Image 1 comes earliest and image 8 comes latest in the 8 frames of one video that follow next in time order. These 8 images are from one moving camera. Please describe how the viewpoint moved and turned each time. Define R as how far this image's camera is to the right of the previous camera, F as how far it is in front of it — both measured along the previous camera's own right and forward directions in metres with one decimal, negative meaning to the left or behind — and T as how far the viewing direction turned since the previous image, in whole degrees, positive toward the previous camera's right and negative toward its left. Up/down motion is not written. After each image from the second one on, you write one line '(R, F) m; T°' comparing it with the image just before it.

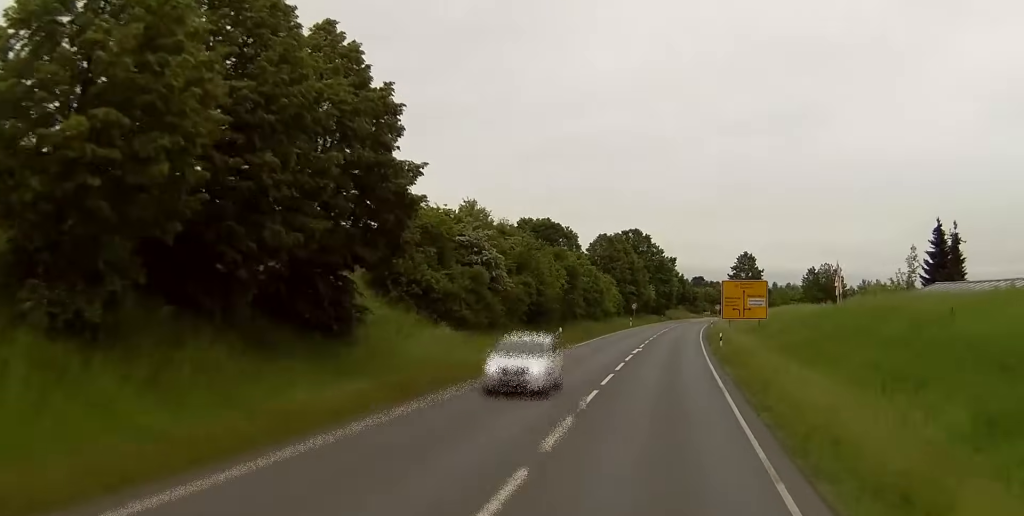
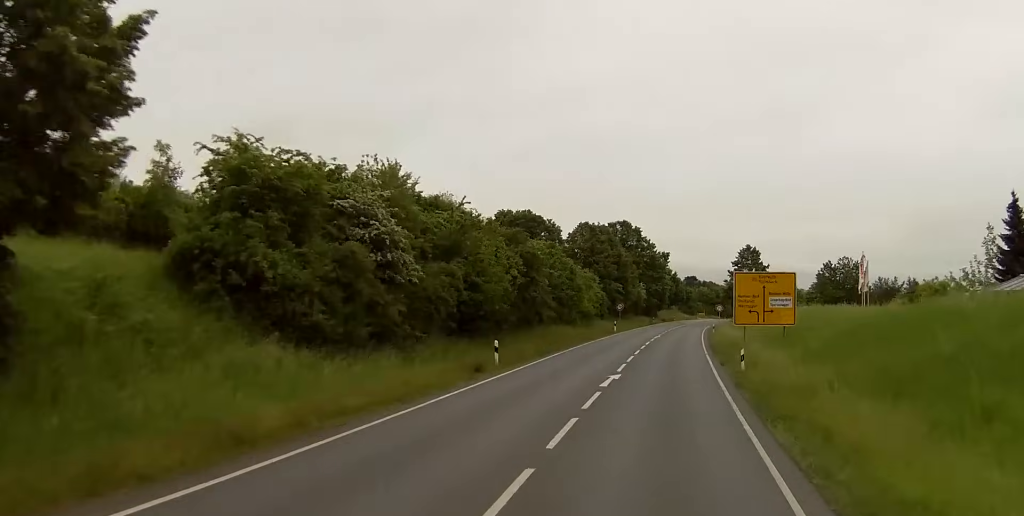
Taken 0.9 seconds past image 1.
(-0.2, +17.6) m; 0°
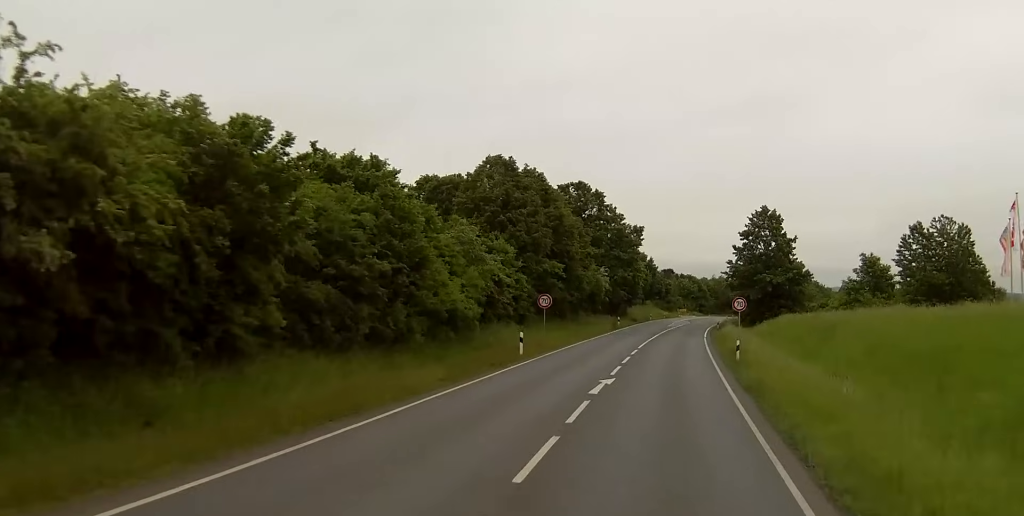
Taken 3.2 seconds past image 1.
(+0.8, +45.4) m; +1°
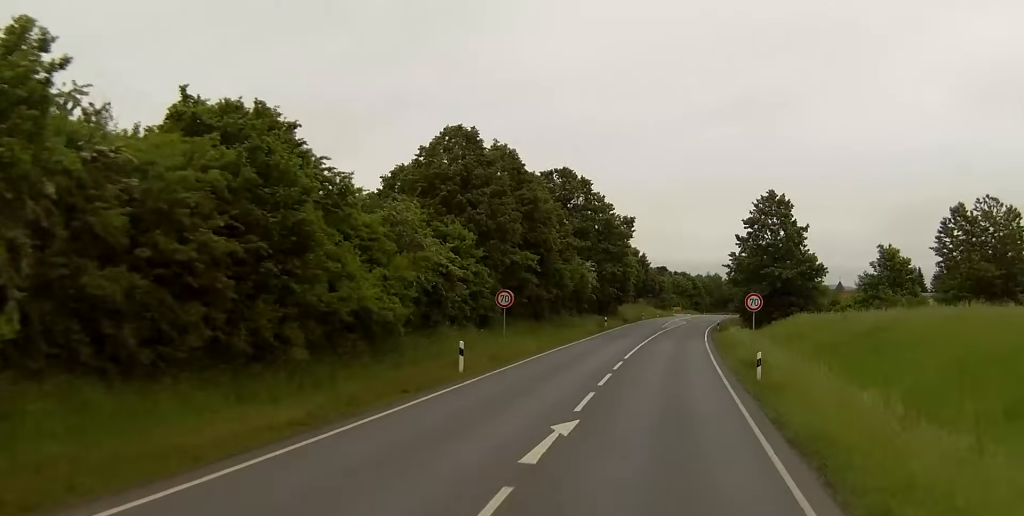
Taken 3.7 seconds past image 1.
(+0.1, +10.5) m; 0°
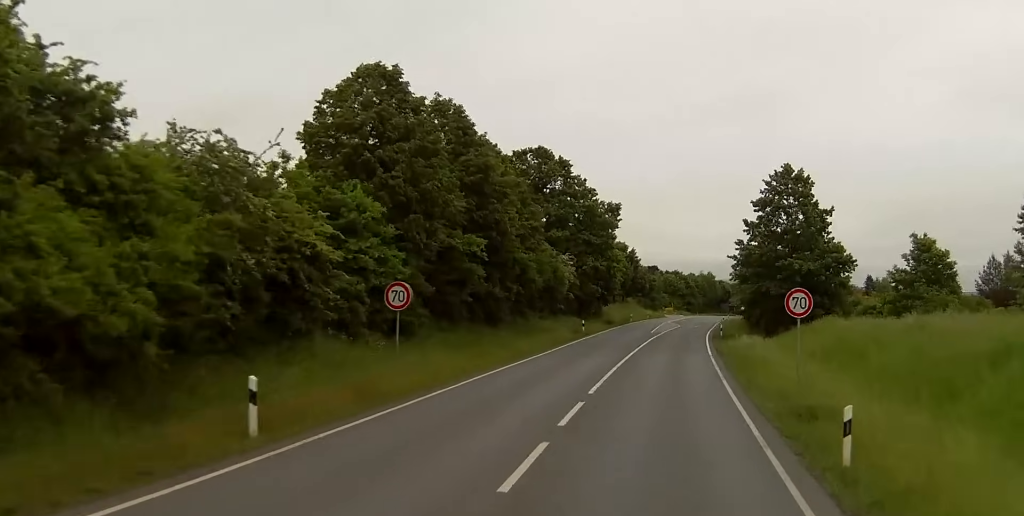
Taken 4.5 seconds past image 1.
(+0.1, +14.3) m; 0°
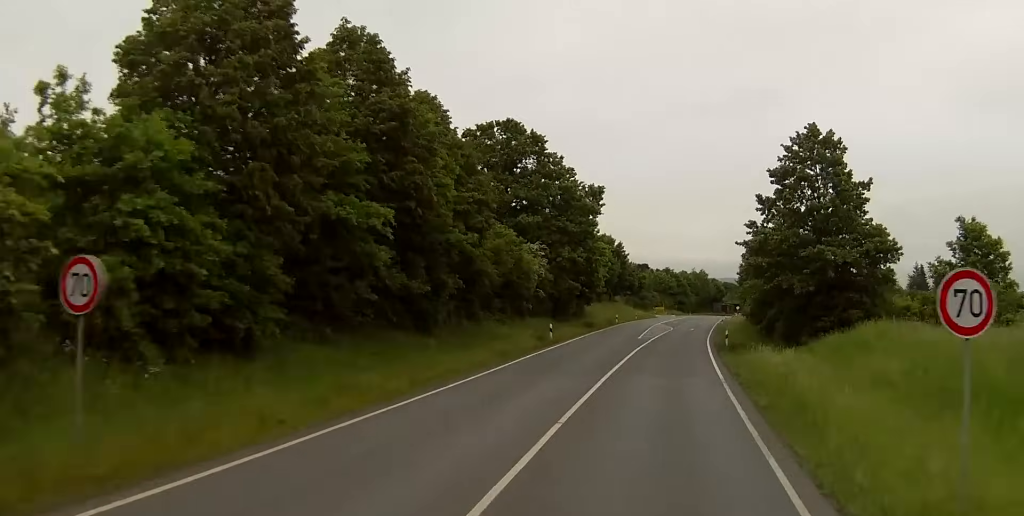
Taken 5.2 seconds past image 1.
(+0.1, +13.6) m; 0°
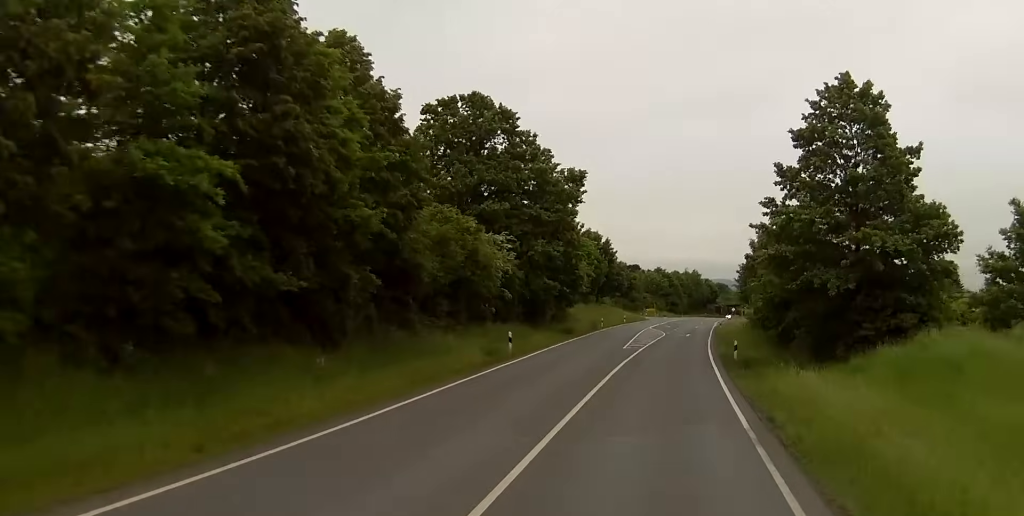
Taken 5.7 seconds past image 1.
(0.0, +10.9) m; +1°
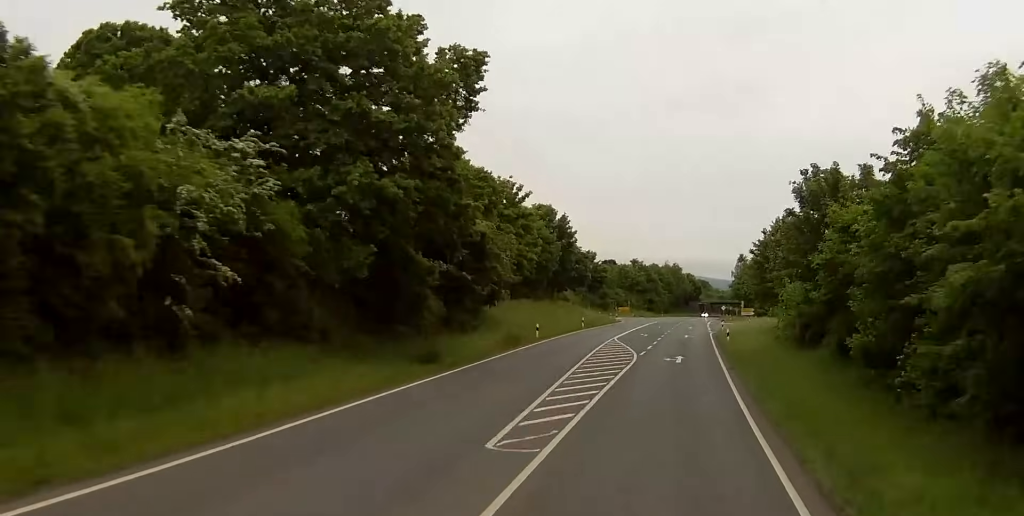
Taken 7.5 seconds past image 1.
(+0.8, +33.5) m; +2°
